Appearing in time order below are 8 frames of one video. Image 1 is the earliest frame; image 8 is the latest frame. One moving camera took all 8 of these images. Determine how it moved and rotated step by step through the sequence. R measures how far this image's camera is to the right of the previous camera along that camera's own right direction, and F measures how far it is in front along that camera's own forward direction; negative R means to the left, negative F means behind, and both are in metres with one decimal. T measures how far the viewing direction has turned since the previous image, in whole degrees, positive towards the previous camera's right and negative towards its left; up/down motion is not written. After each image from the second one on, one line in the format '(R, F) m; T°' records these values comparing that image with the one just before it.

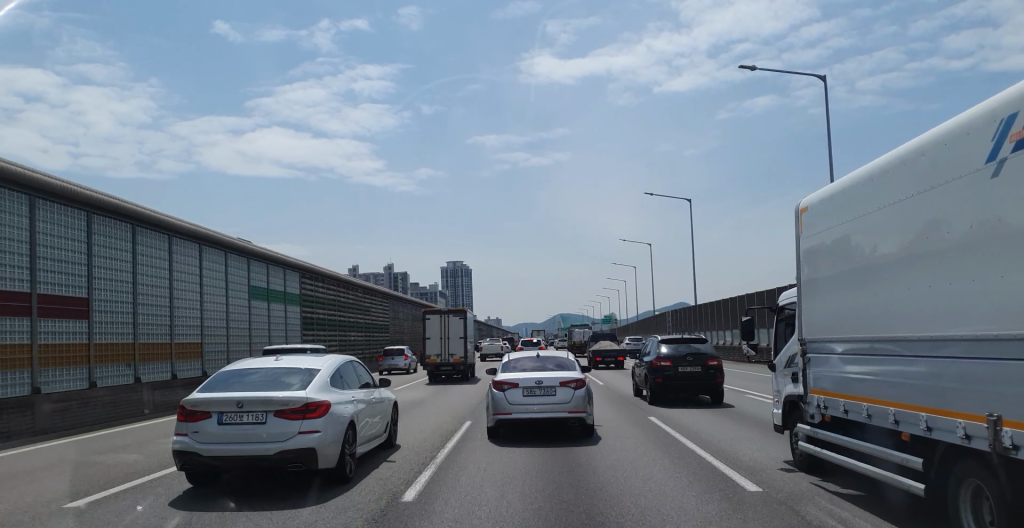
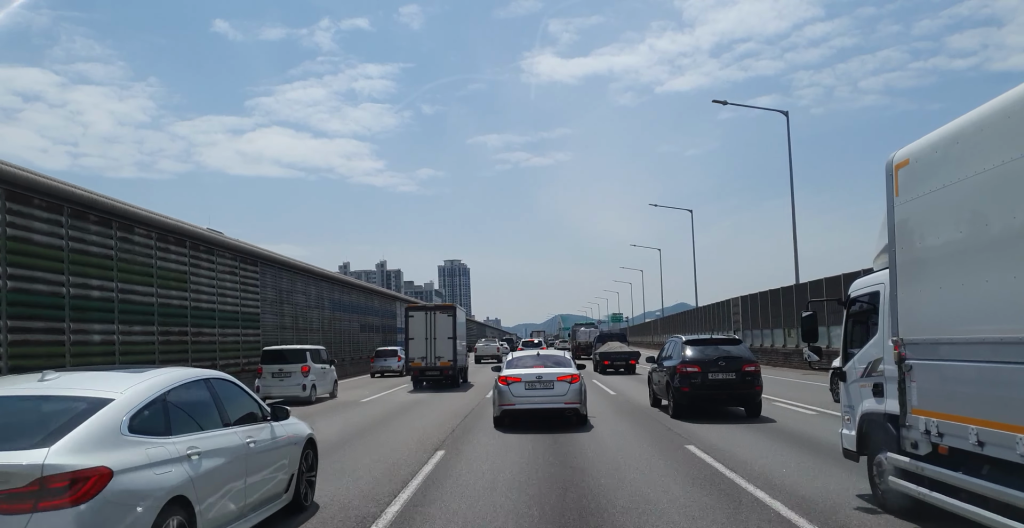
(+0.5, +24.6) m; -2°
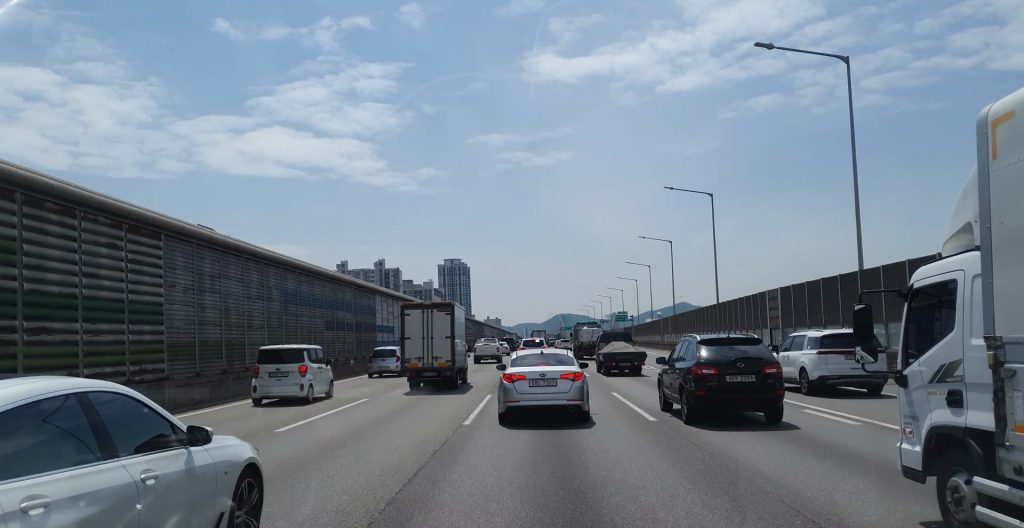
(-0.1, +7.5) m; 0°
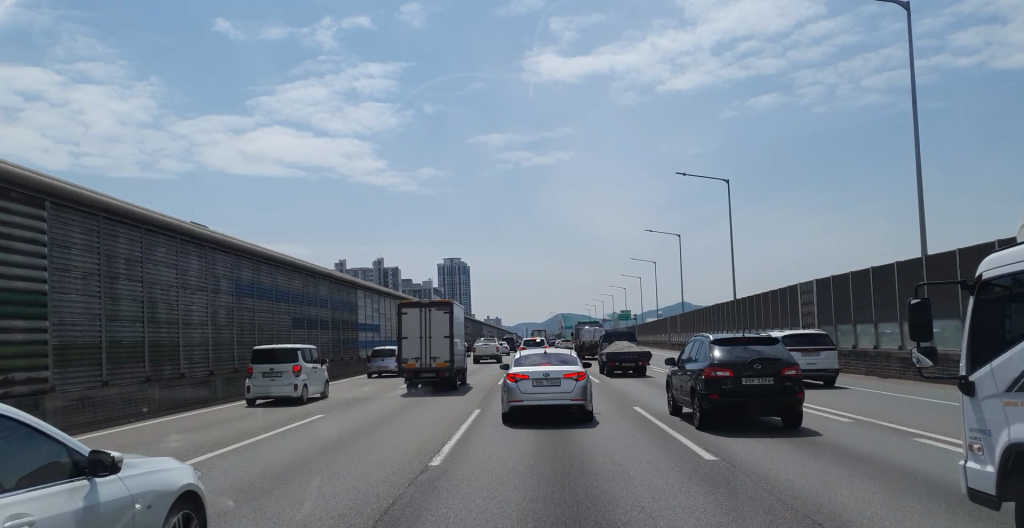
(-0.1, +4.8) m; +1°
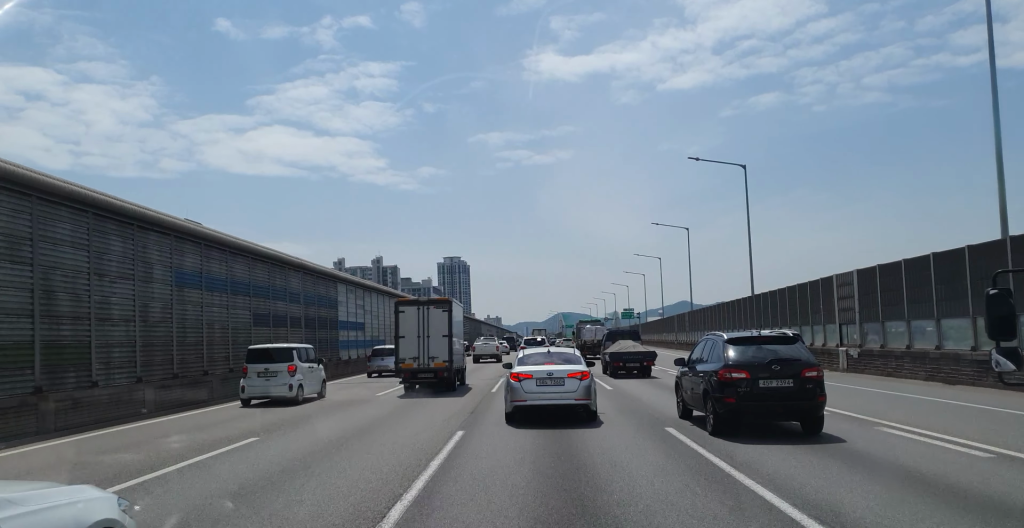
(+0.1, +4.0) m; +1°
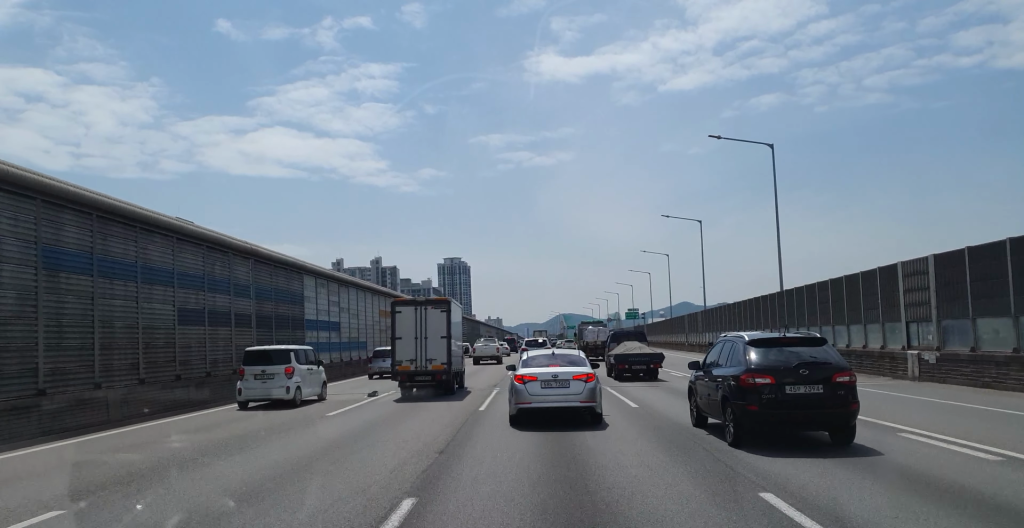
(+0.1, +5.8) m; +1°
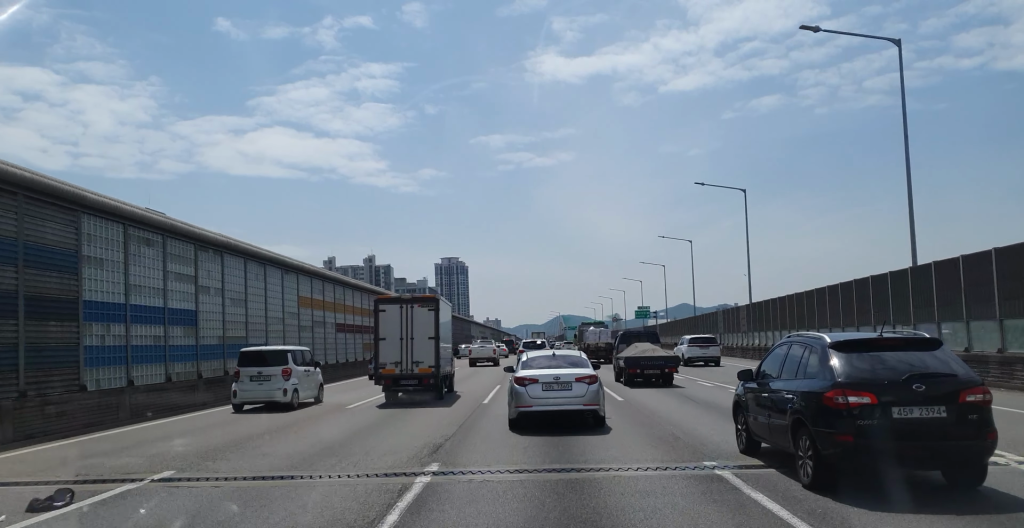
(-0.2, +16.1) m; -2°
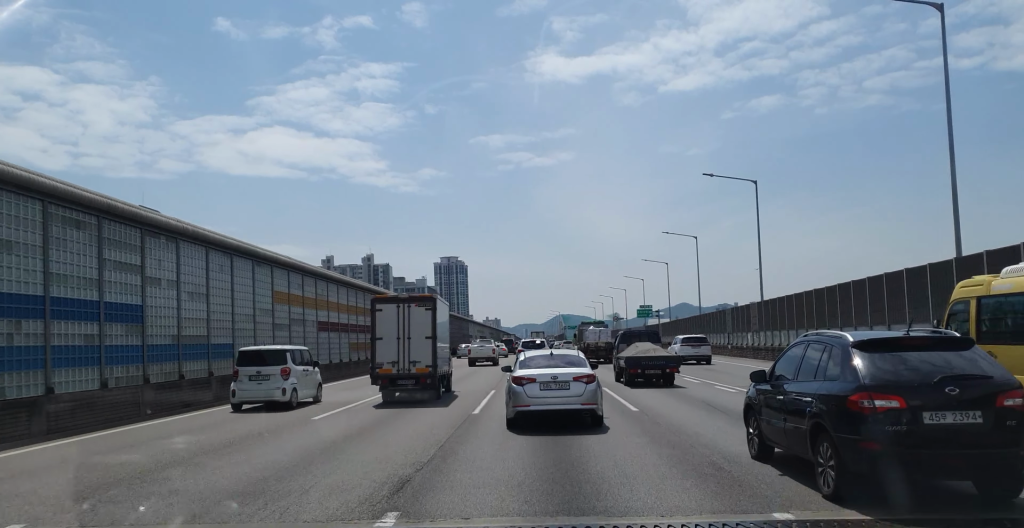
(0.0, +3.3) m; 0°
